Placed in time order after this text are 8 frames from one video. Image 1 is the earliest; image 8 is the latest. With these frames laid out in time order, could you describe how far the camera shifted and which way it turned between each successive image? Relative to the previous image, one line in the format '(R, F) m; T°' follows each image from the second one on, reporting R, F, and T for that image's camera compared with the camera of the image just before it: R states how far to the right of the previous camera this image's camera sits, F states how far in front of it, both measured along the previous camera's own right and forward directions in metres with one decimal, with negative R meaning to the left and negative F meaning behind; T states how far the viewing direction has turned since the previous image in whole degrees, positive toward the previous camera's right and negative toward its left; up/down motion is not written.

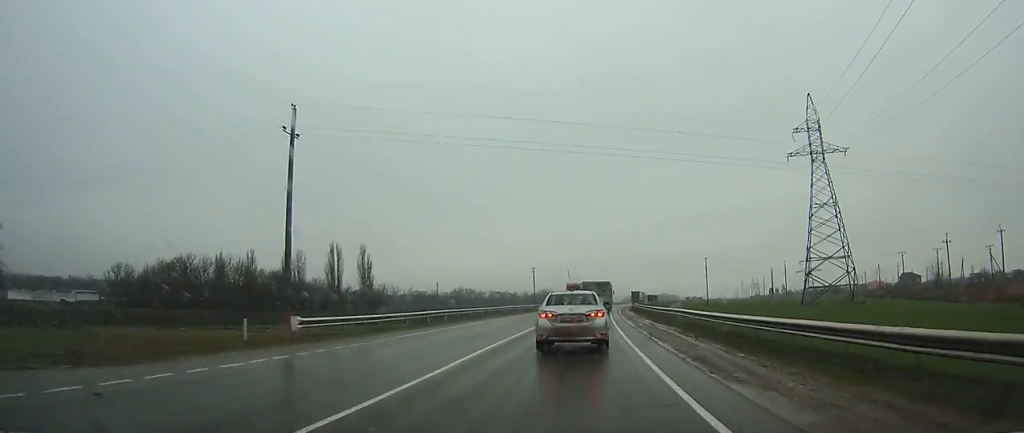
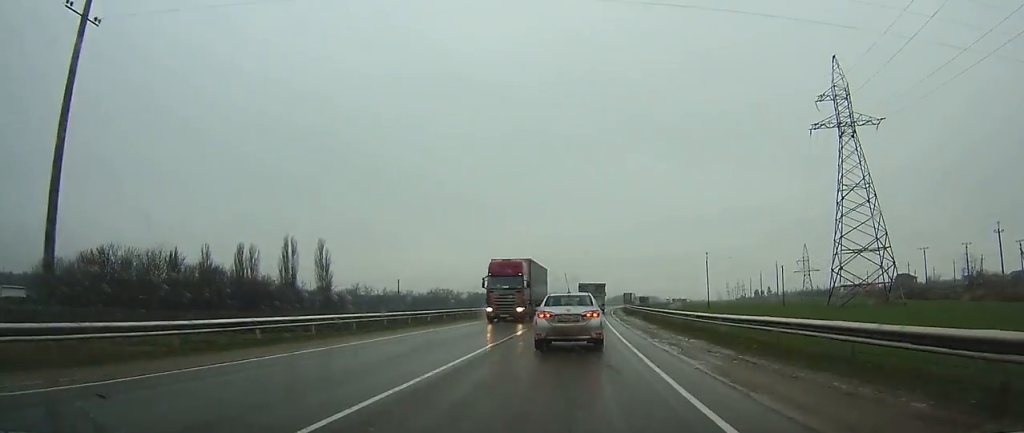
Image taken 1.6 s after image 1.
(+0.3, +18.6) m; +2°
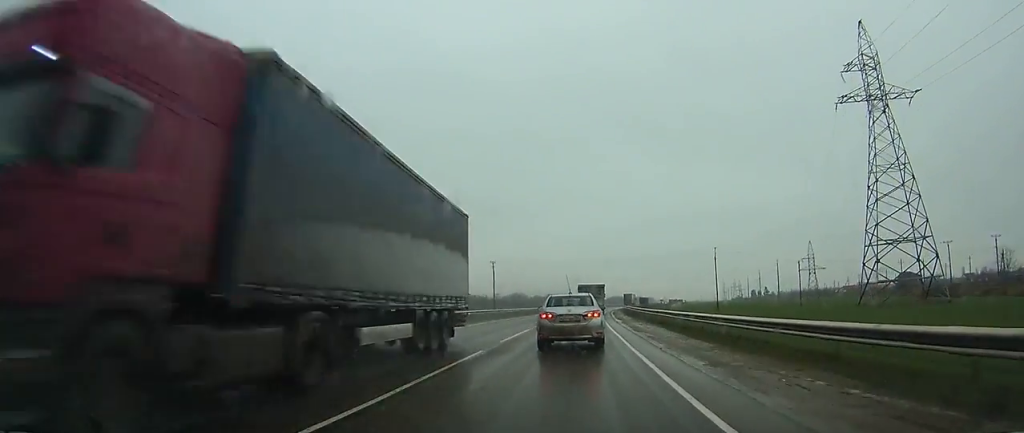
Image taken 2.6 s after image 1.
(0.0, +11.8) m; +1°
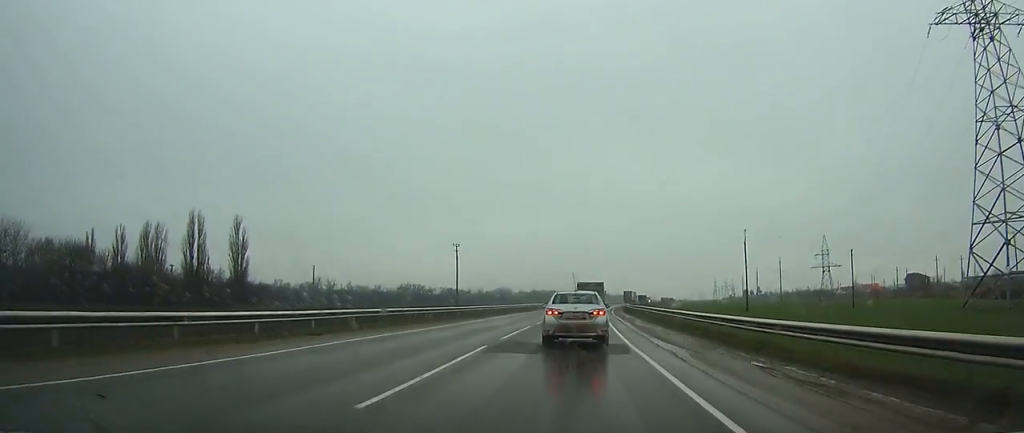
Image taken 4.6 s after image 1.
(+0.4, +24.1) m; +1°
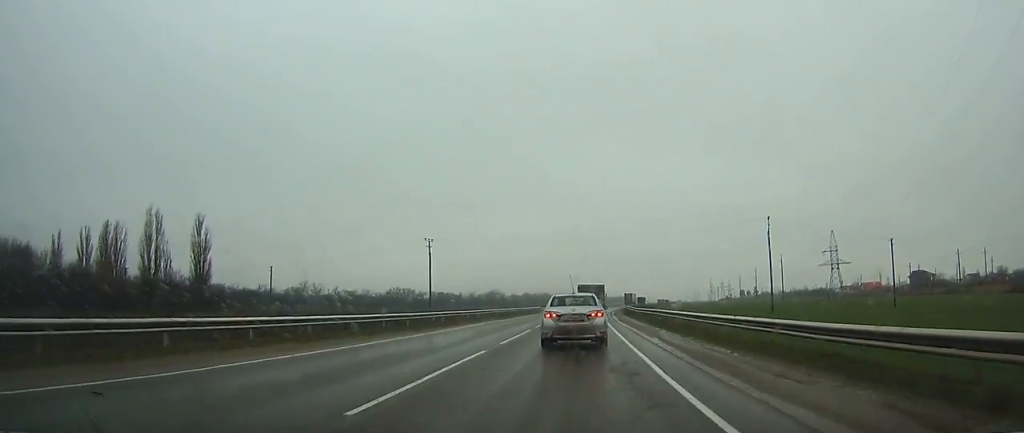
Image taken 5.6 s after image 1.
(+0.1, +12.4) m; +1°
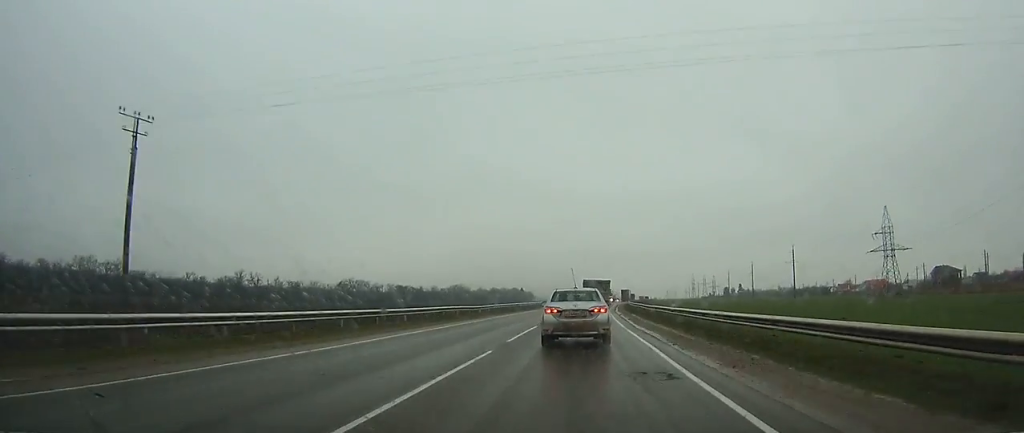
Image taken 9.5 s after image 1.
(+1.2, +48.7) m; +3°
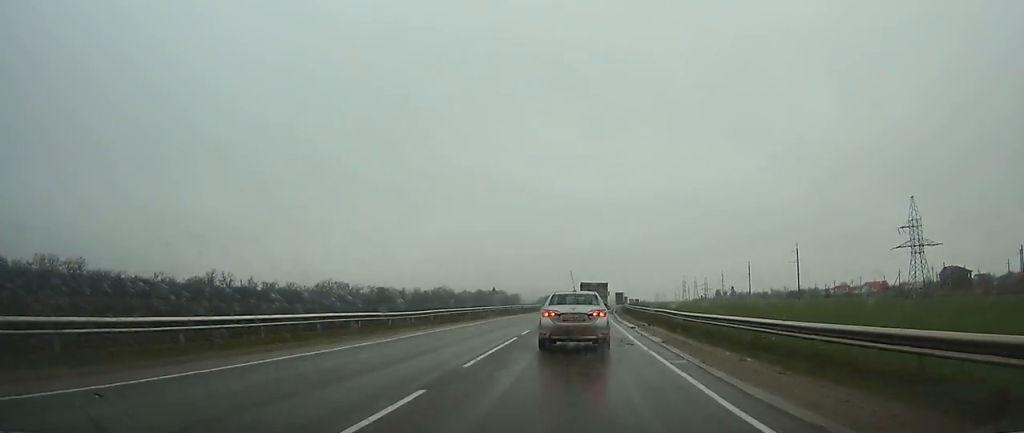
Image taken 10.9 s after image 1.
(+0.2, +17.8) m; +1°
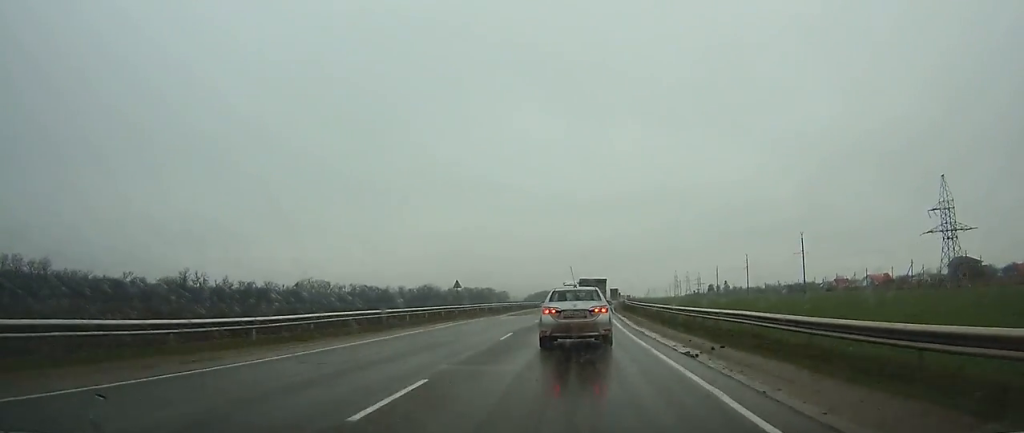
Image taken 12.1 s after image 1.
(+0.1, +16.1) m; +1°
